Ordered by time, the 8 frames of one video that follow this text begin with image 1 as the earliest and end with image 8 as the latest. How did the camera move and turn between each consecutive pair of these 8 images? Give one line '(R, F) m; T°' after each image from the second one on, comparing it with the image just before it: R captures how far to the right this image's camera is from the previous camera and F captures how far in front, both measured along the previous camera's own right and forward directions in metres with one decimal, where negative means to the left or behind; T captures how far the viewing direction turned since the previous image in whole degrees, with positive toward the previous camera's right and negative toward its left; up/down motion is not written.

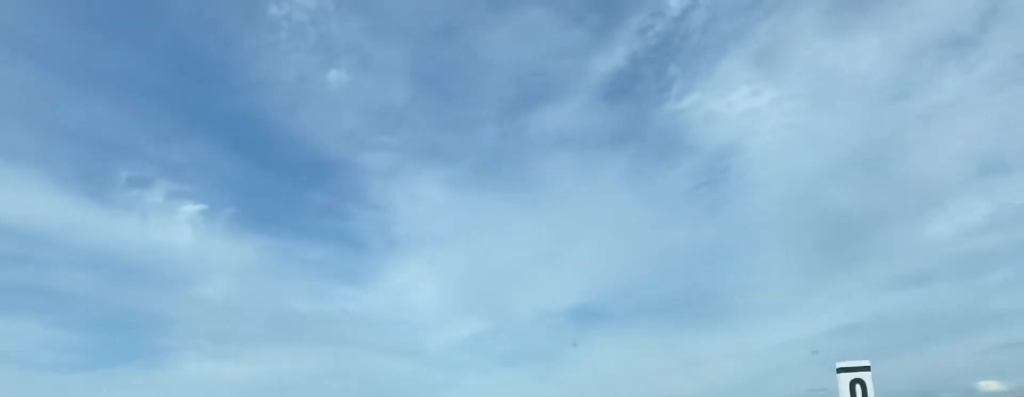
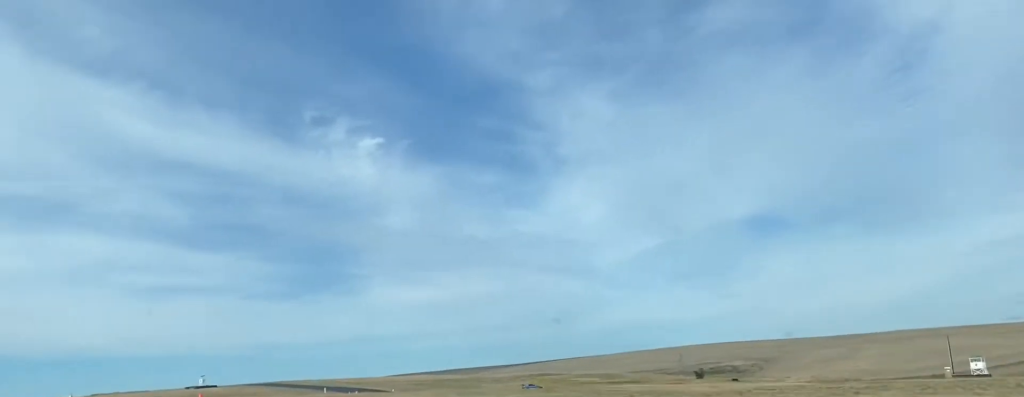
(-3.0, +39.9) m; -14°
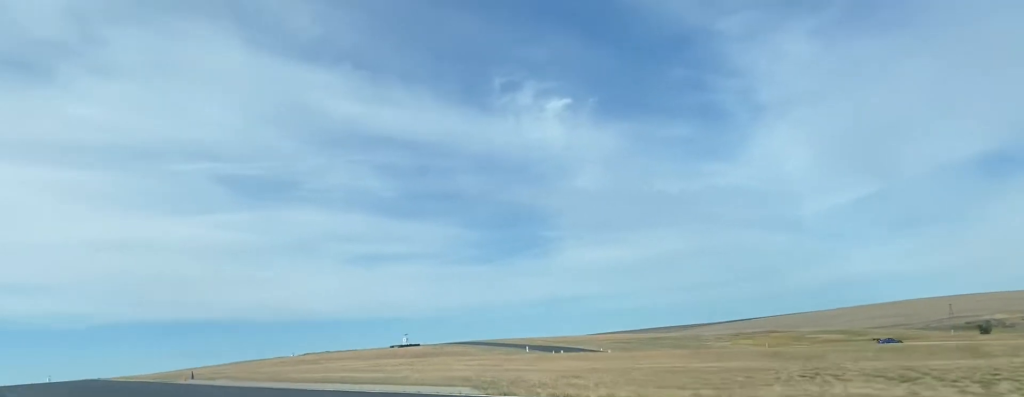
(-3.6, +27.4) m; -19°
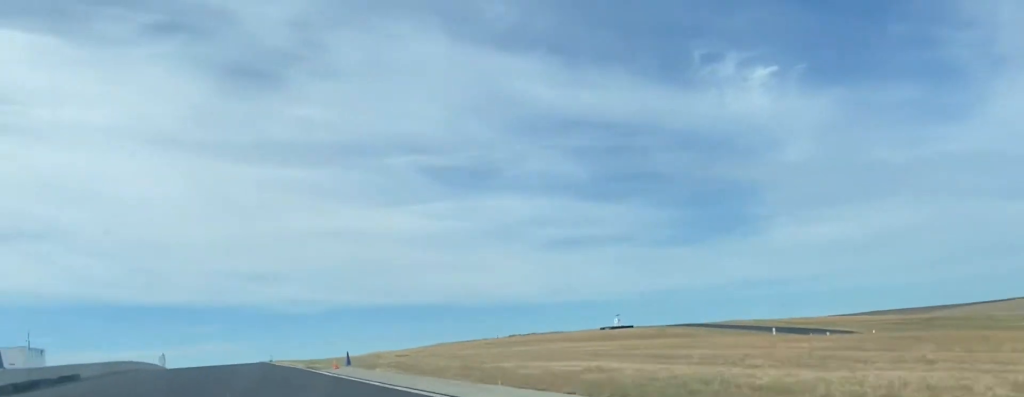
(-6.1, +29.6) m; -16°
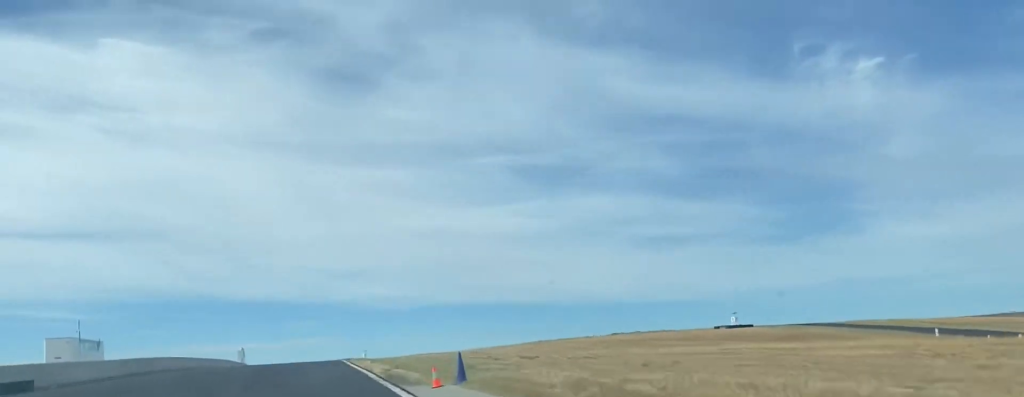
(-0.9, +19.4) m; -5°
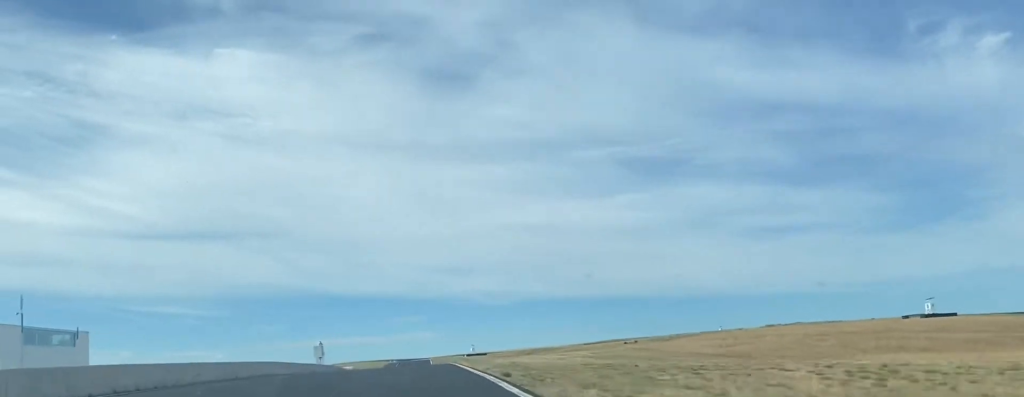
(-2.3, +39.7) m; -3°
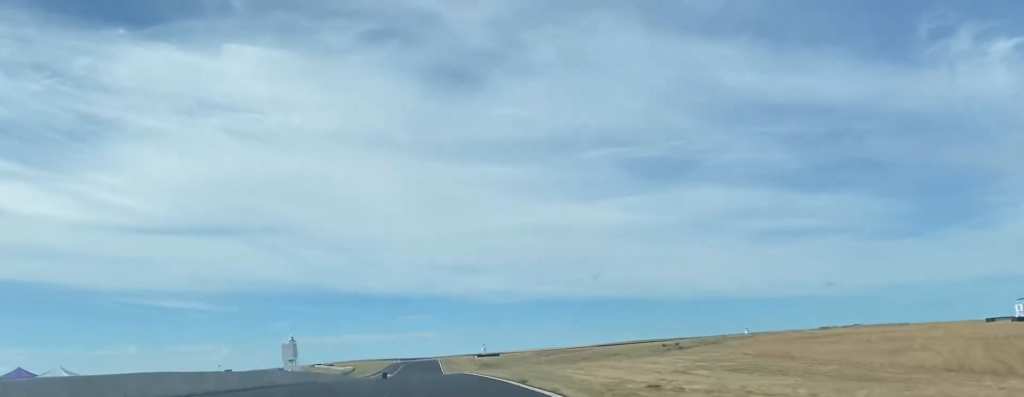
(+0.4, +28.1) m; +1°
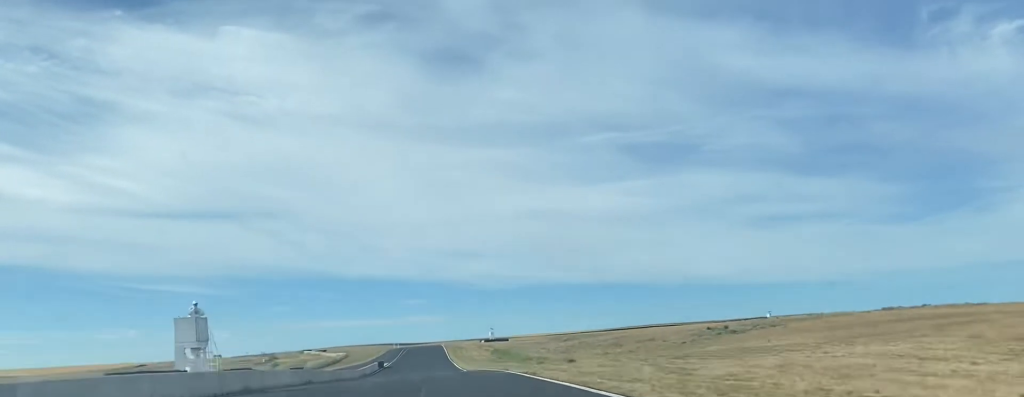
(+0.4, +30.3) m; +1°
